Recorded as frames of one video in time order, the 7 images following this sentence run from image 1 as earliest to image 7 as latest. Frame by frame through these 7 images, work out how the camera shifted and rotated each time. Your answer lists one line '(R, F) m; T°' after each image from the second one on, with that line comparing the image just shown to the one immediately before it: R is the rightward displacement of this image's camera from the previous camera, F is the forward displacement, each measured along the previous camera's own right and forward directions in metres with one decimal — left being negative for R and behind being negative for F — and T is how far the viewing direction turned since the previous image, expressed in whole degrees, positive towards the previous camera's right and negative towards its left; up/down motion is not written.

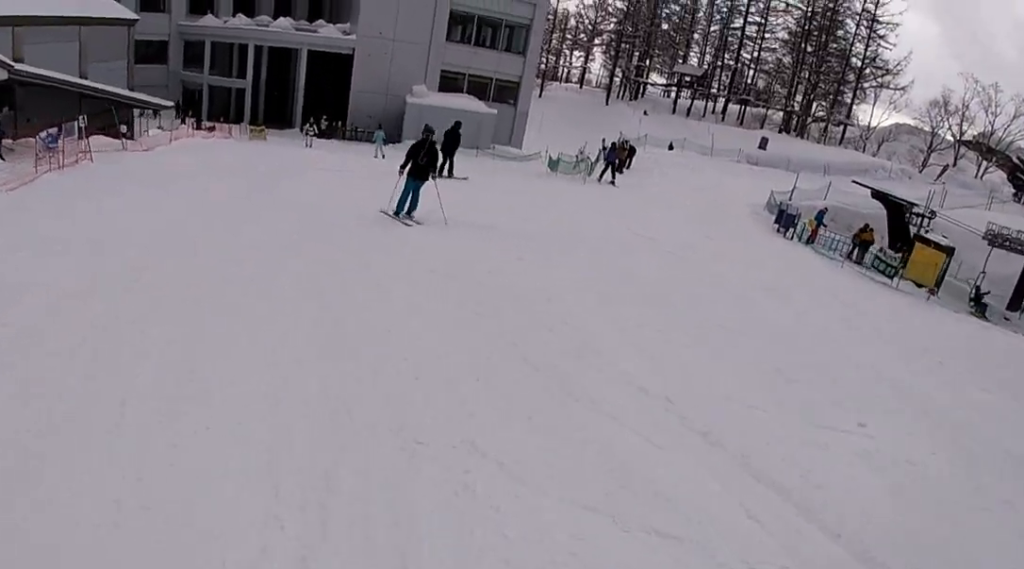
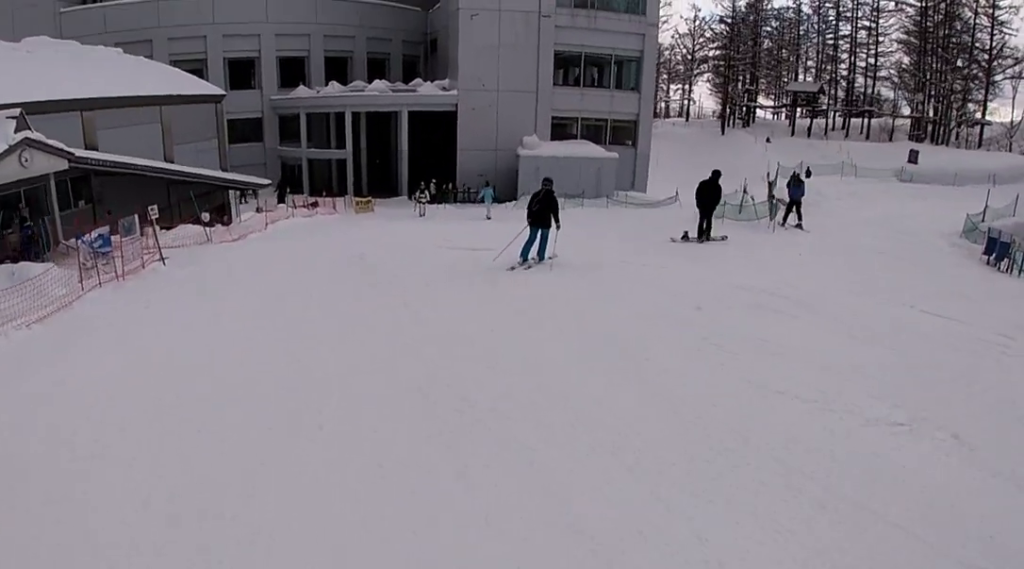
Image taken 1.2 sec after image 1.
(-1.1, +3.8) m; +1°
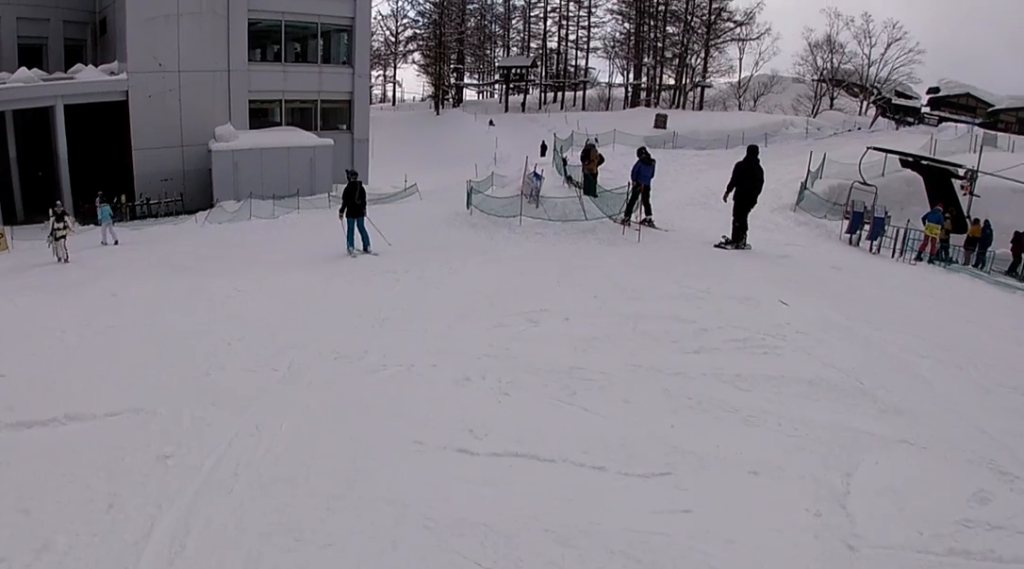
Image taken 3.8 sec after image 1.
(+4.7, +6.7) m; +44°
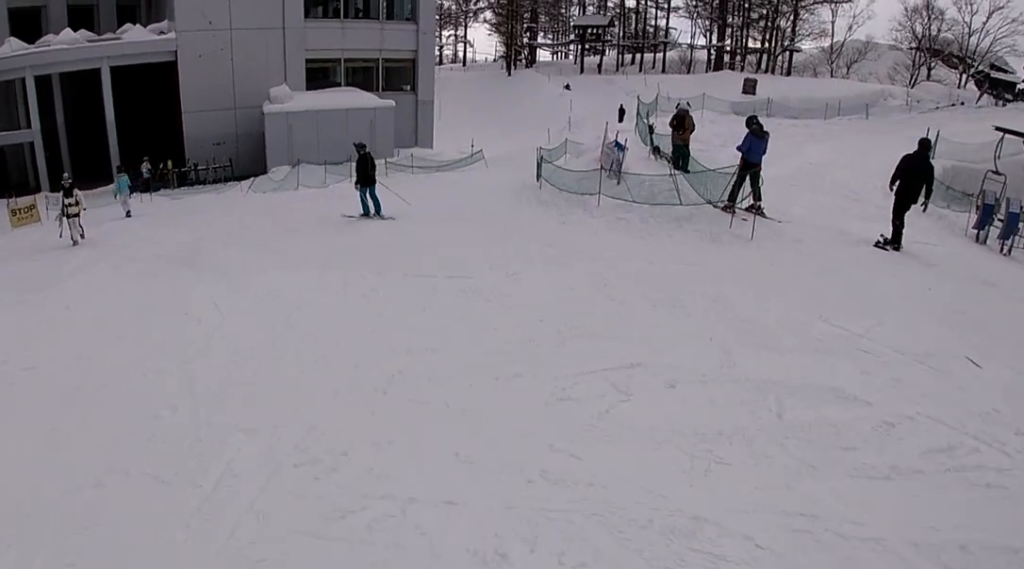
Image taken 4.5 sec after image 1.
(-0.1, +2.4) m; -8°
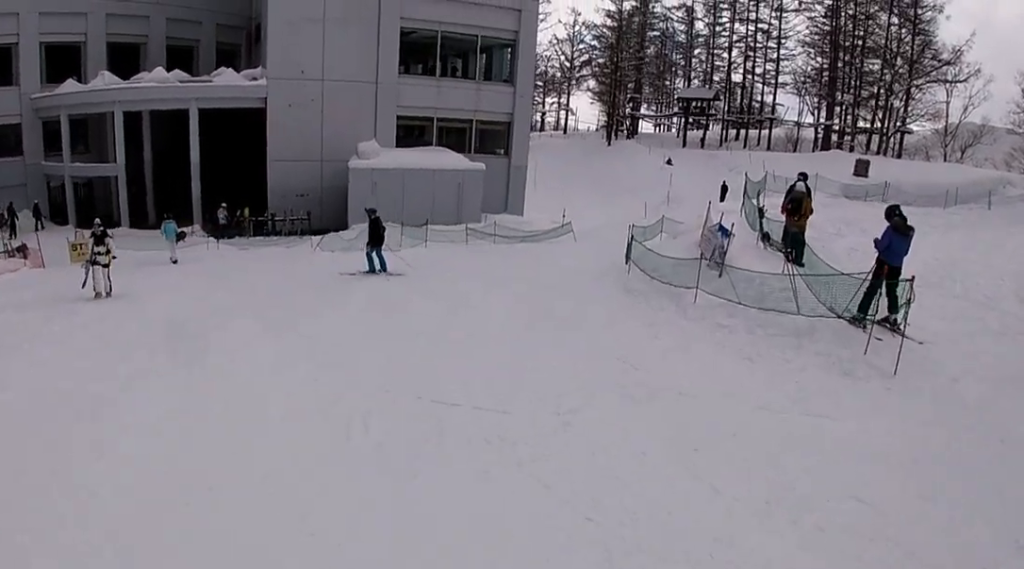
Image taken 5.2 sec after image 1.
(-0.1, +2.3) m; -9°
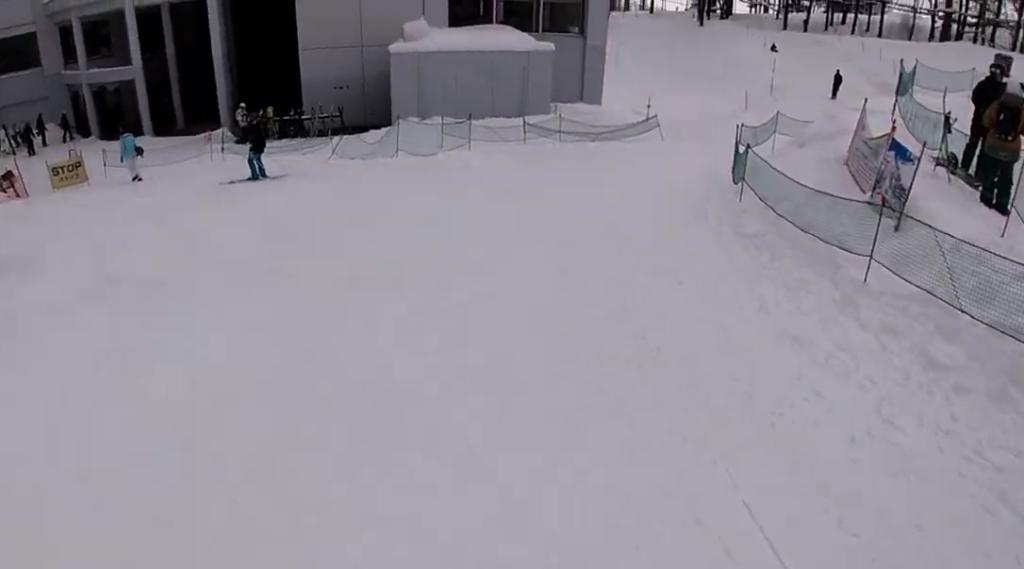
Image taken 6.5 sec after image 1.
(-0.4, +4.4) m; -9°
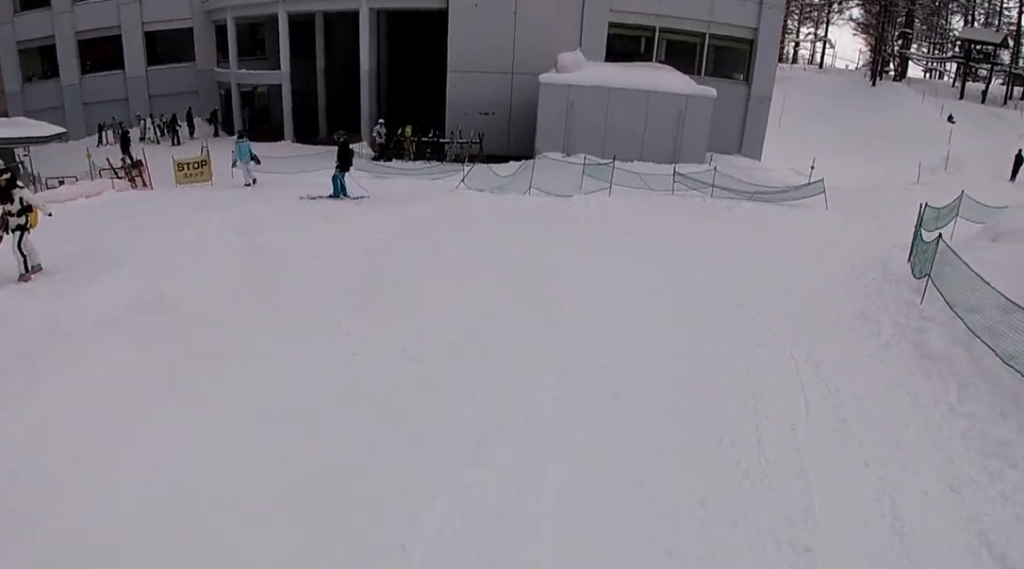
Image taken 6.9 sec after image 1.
(+0.3, +1.3) m; -6°
